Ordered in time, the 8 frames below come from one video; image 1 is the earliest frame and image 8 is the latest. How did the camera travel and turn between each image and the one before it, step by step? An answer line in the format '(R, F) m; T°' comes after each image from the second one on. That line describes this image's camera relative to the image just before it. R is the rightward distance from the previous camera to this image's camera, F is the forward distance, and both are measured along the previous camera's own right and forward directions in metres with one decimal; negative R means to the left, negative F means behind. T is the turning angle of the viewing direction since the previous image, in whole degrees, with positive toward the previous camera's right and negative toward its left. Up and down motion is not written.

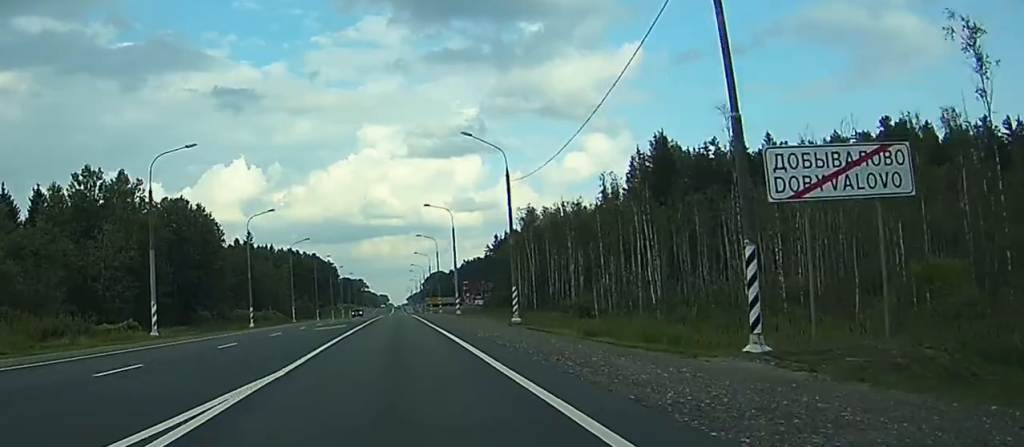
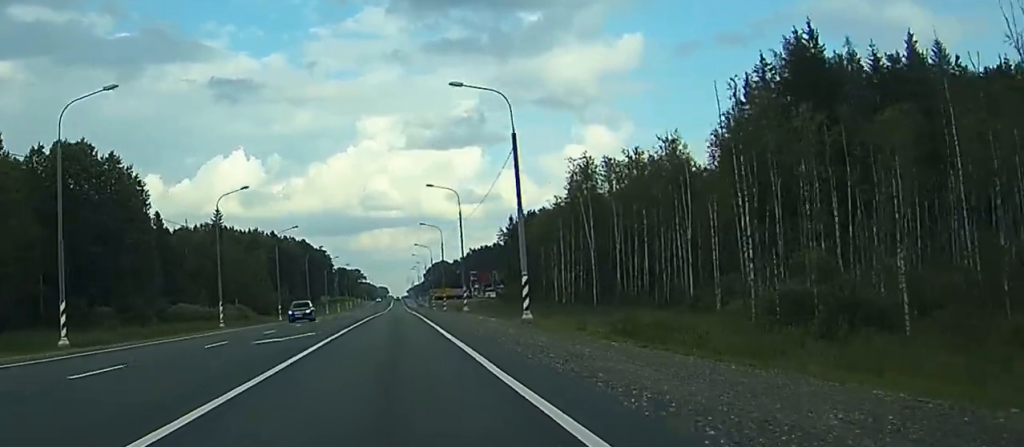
(+0.1, +48.3) m; 0°
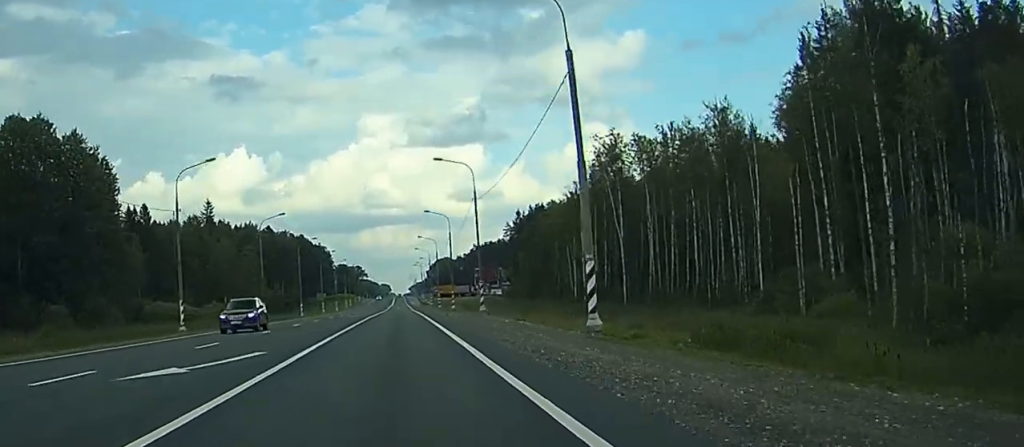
(0.0, +13.7) m; 0°
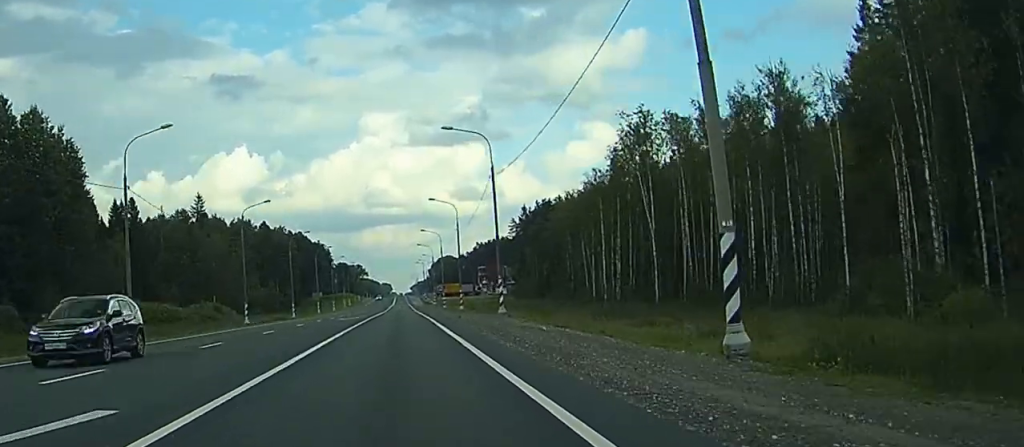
(0.0, +11.5) m; 0°
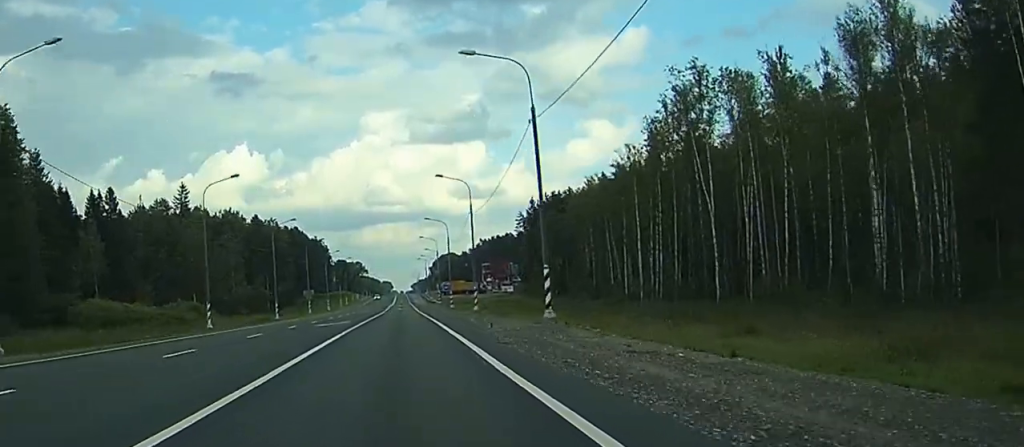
(0.0, +16.3) m; 0°
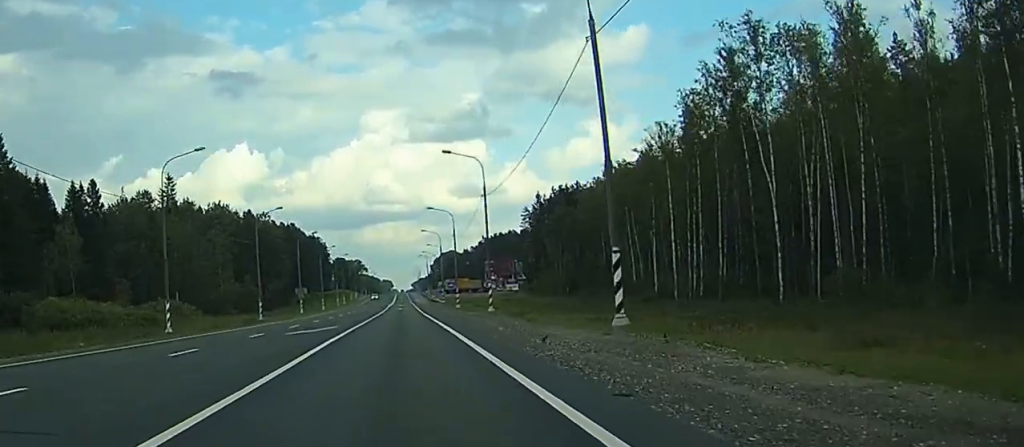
(0.0, +11.7) m; 0°
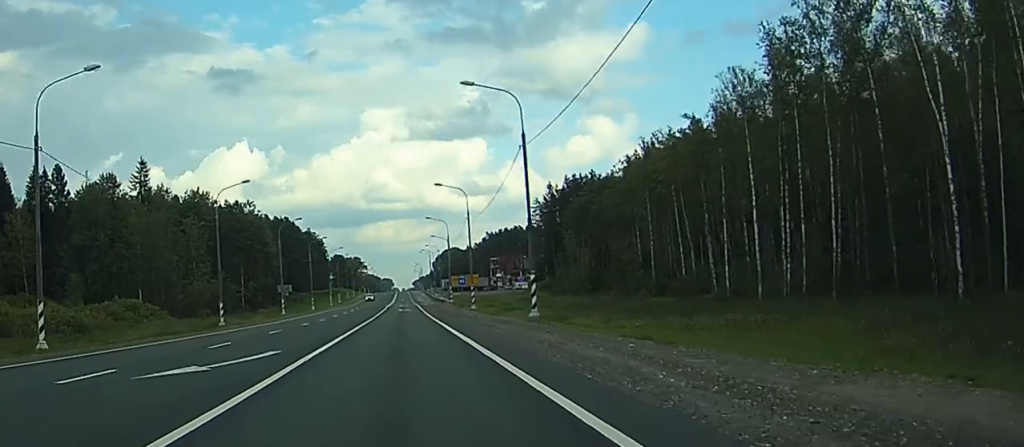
(-0.1, +19.6) m; 0°
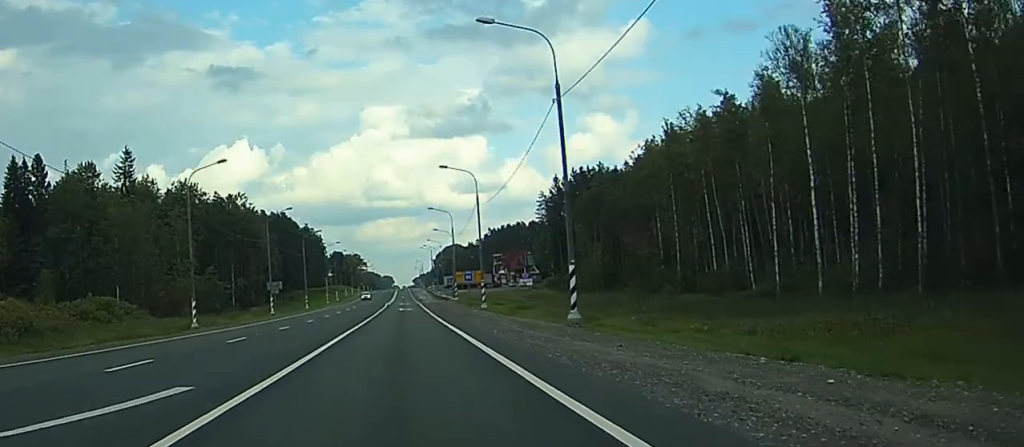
(0.0, +9.5) m; 0°
